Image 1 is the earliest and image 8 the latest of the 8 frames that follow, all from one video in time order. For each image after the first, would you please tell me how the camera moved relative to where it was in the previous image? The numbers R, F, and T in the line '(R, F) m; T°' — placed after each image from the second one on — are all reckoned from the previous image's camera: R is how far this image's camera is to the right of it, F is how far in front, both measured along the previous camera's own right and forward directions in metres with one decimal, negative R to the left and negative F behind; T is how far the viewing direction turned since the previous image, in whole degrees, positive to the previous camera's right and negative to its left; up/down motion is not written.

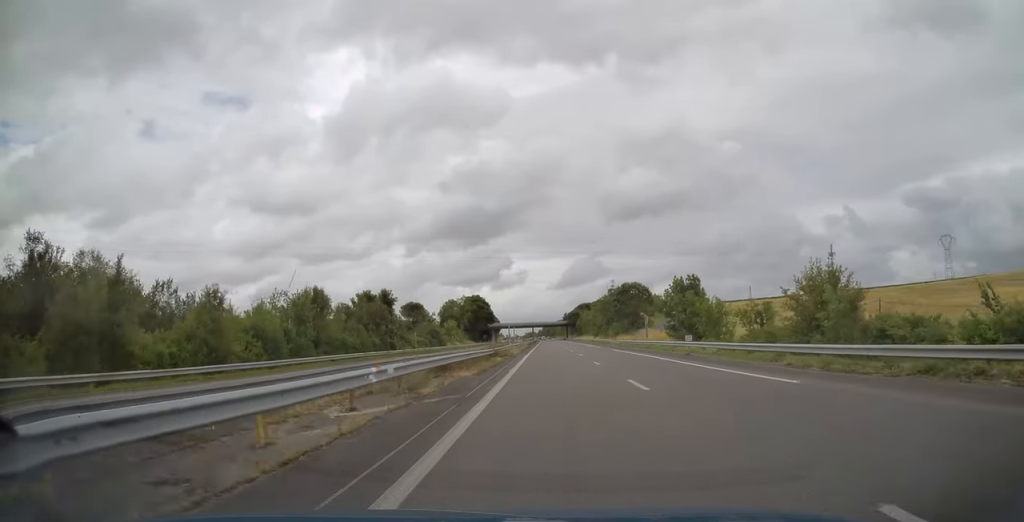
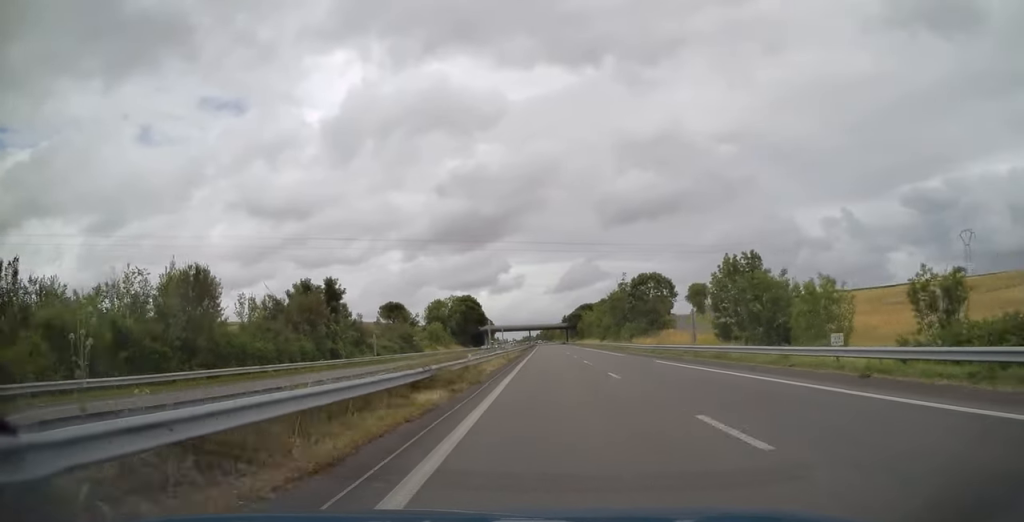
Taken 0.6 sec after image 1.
(-0.2, +20.7) m; 0°
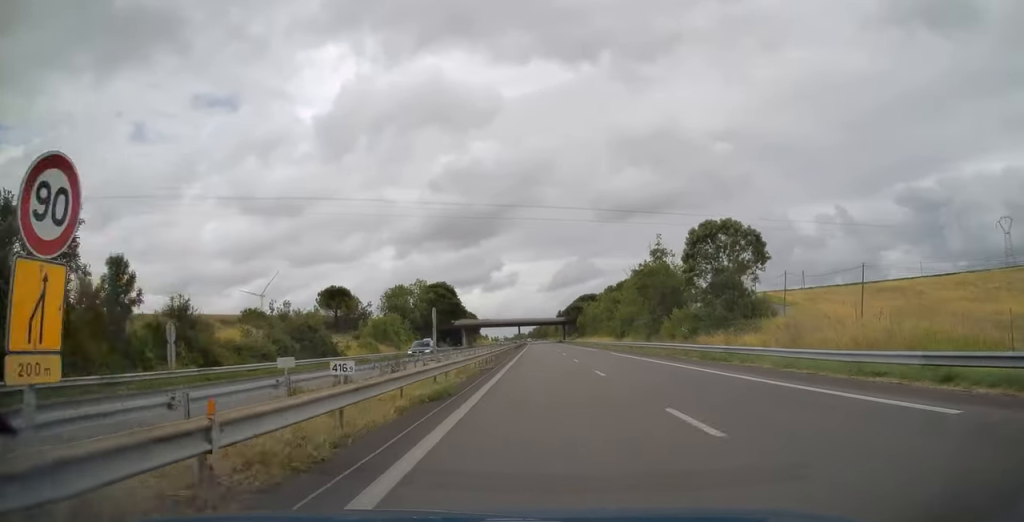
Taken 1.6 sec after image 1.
(+0.6, +38.1) m; 0°
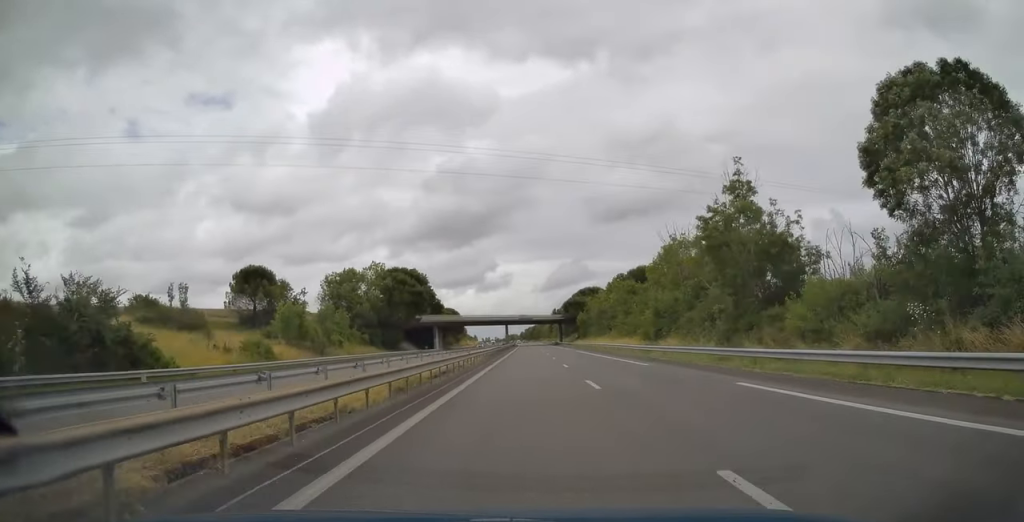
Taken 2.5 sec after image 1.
(-0.4, +31.0) m; 0°
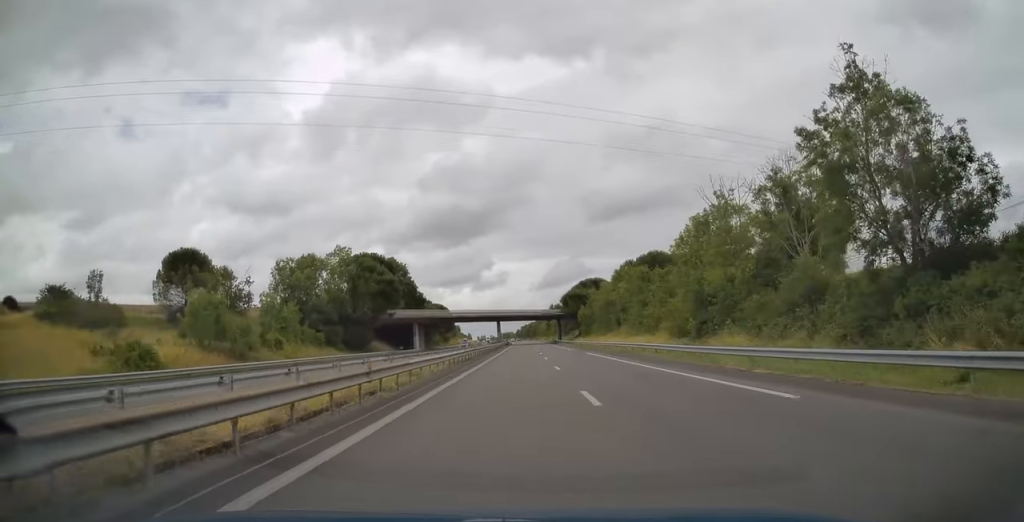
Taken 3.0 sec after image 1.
(+0.2, +16.7) m; 0°
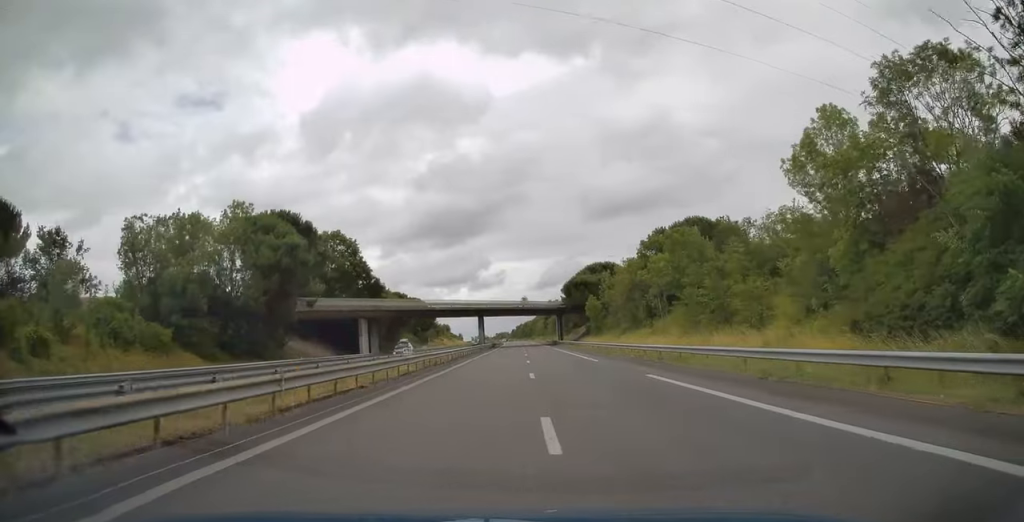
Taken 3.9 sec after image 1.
(+0.3, +30.4) m; 0°
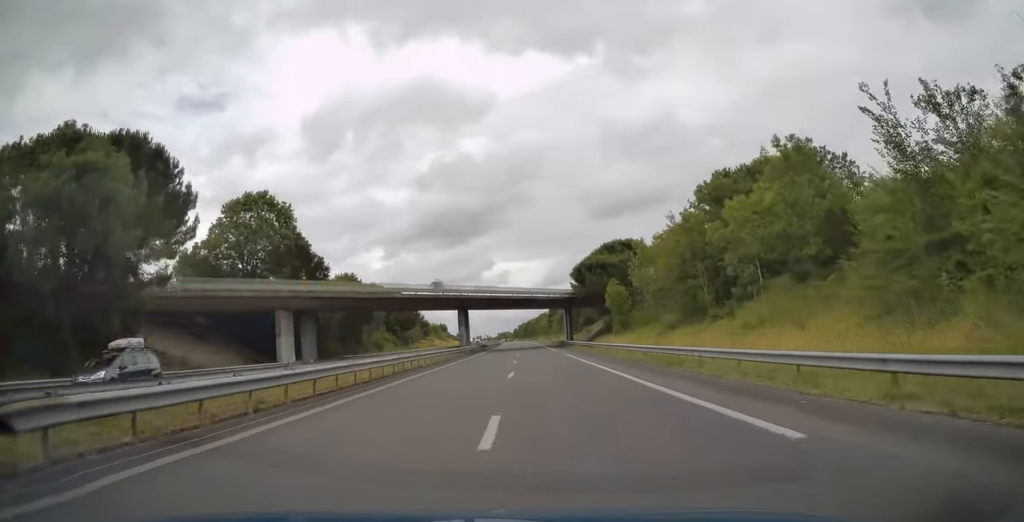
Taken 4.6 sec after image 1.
(0.0, +25.5) m; 0°
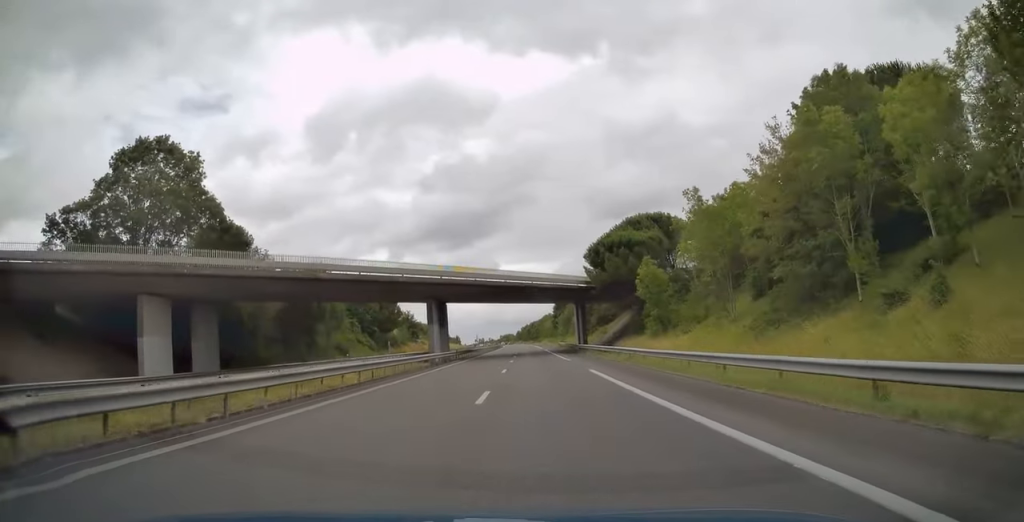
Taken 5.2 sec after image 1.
(-0.1, +20.1) m; 0°
